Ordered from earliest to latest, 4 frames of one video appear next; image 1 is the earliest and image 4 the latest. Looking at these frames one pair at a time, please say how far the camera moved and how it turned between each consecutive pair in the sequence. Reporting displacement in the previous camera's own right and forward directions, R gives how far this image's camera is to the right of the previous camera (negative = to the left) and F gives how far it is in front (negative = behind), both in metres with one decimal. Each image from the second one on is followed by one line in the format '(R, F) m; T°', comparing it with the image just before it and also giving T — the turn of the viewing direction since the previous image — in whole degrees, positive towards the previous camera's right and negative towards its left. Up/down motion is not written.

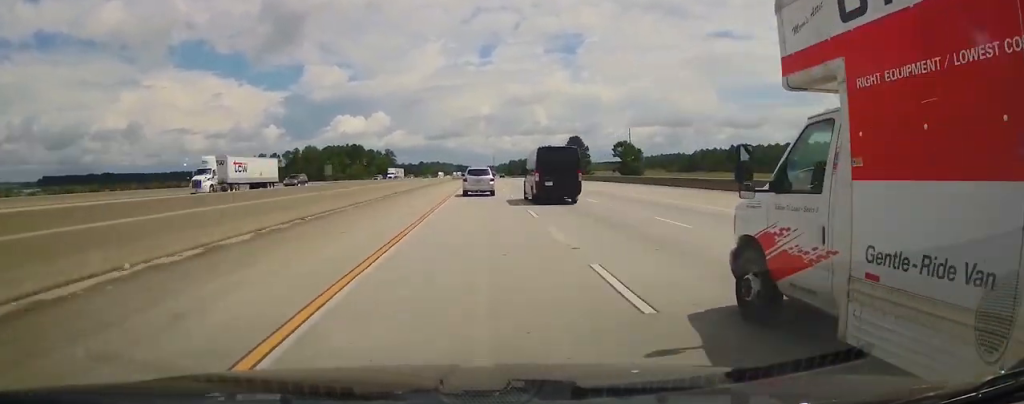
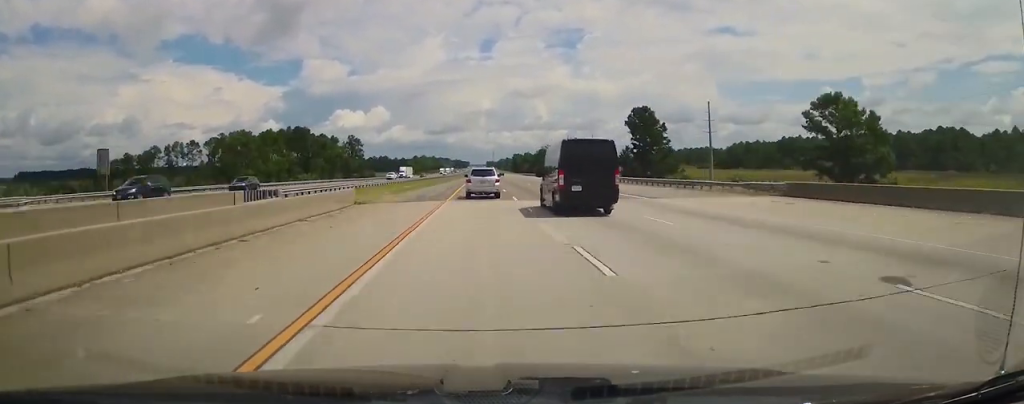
(-0.1, +96.4) m; 0°
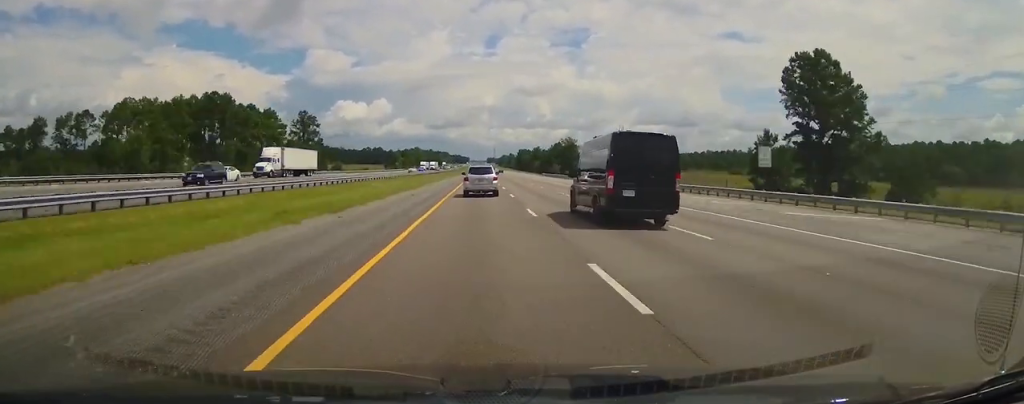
(-0.2, +72.0) m; 0°
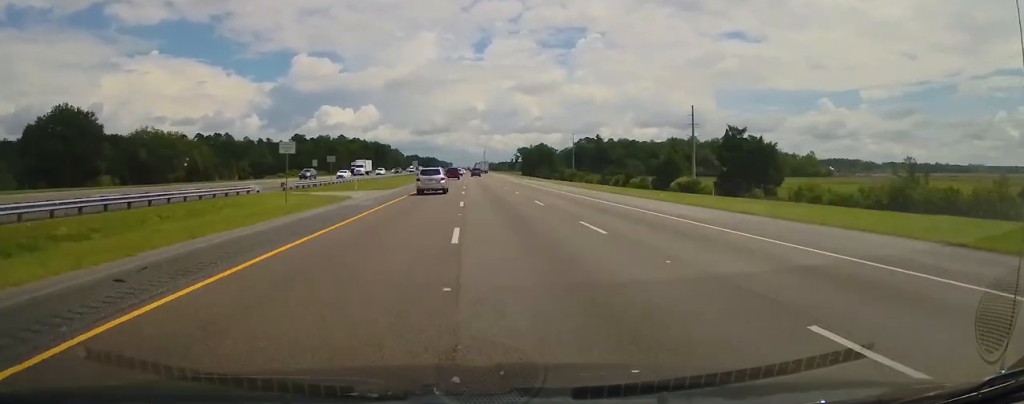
(+5.5, +610.4) m; +1°
